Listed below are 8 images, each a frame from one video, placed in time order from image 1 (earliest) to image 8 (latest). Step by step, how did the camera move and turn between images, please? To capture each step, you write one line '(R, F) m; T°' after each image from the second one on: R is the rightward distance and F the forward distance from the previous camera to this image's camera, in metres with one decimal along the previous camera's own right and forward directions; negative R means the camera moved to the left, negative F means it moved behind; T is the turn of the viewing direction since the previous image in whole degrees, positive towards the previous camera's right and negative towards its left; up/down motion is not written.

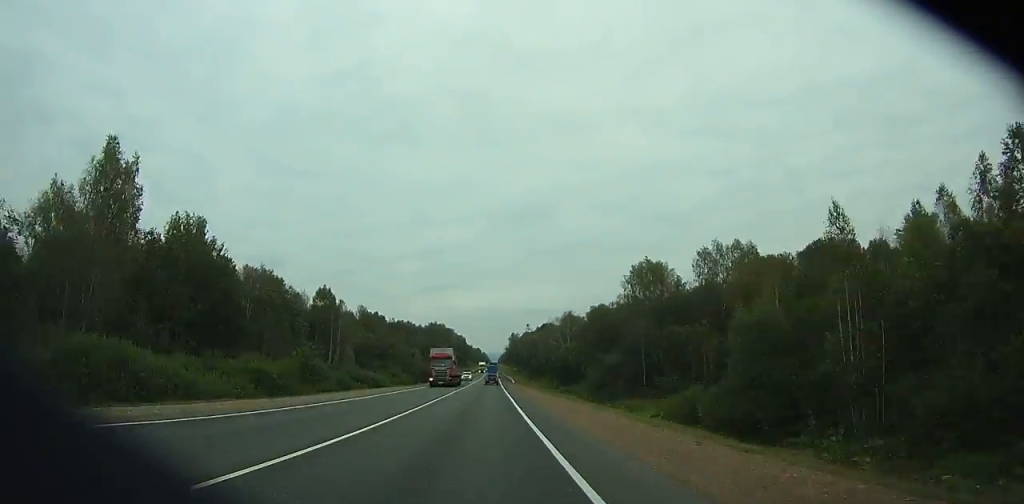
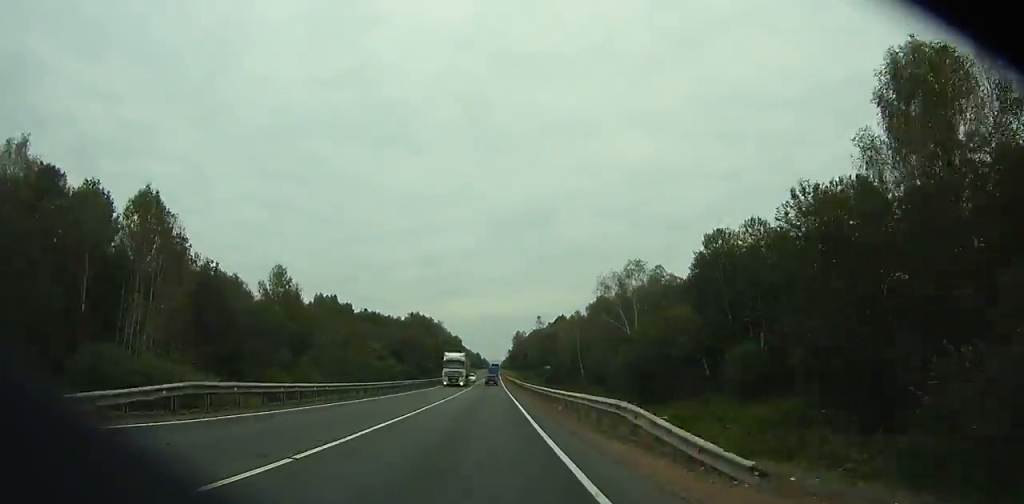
(-0.1, +78.3) m; 0°
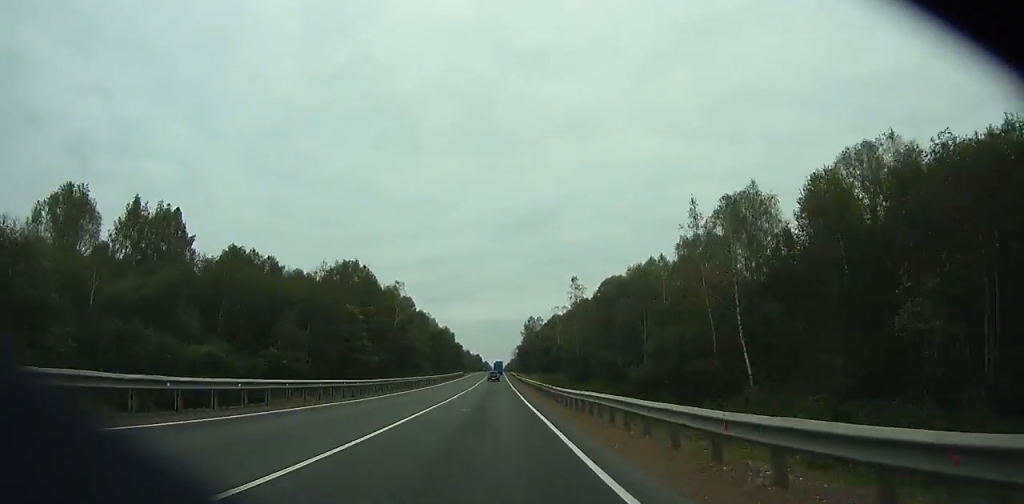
(-0.4, +113.4) m; 0°
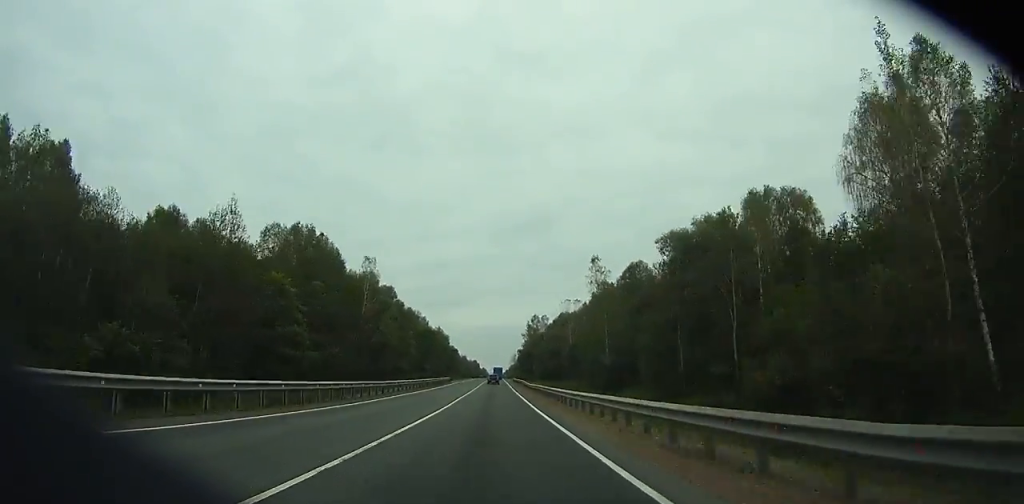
(-0.1, +32.7) m; 0°
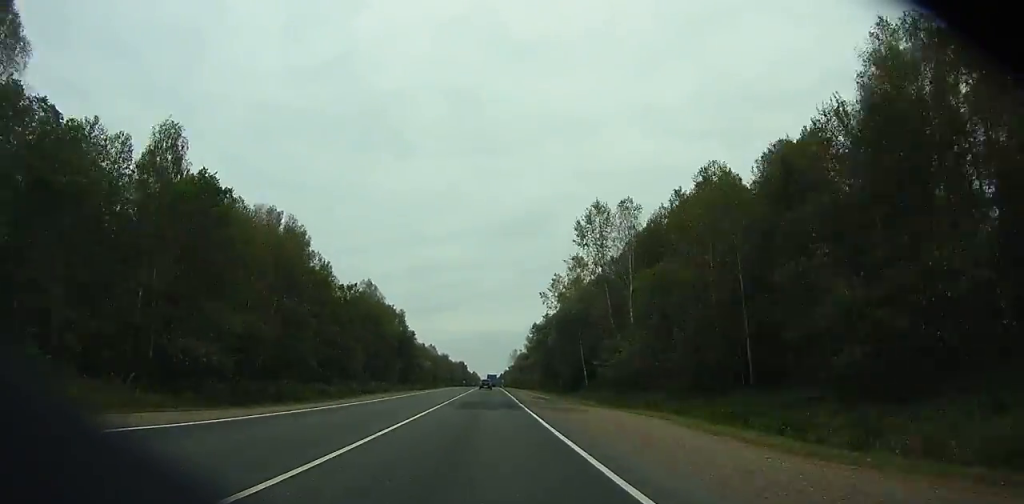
(+0.5, +147.1) m; 0°
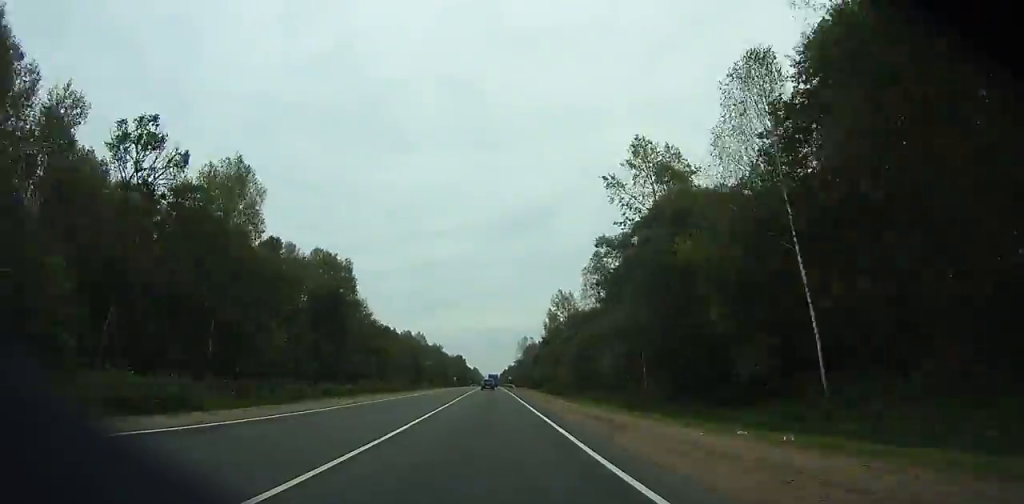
(-0.1, +76.3) m; 0°
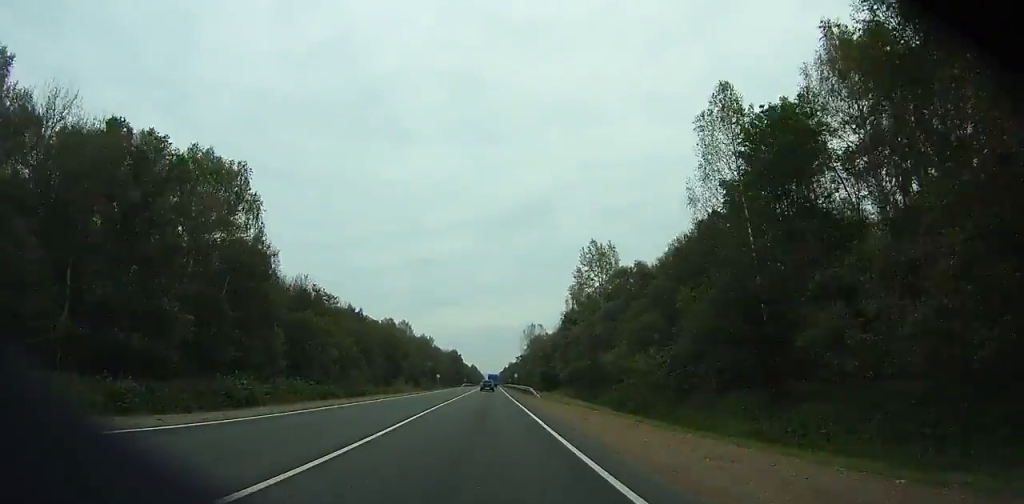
(-0.1, +52.1) m; 0°
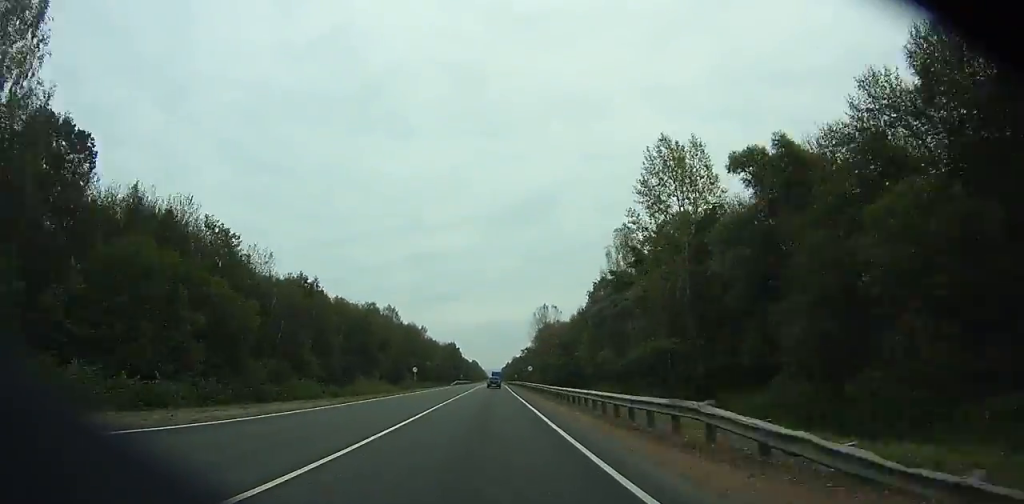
(+0.1, +42.5) m; 0°
